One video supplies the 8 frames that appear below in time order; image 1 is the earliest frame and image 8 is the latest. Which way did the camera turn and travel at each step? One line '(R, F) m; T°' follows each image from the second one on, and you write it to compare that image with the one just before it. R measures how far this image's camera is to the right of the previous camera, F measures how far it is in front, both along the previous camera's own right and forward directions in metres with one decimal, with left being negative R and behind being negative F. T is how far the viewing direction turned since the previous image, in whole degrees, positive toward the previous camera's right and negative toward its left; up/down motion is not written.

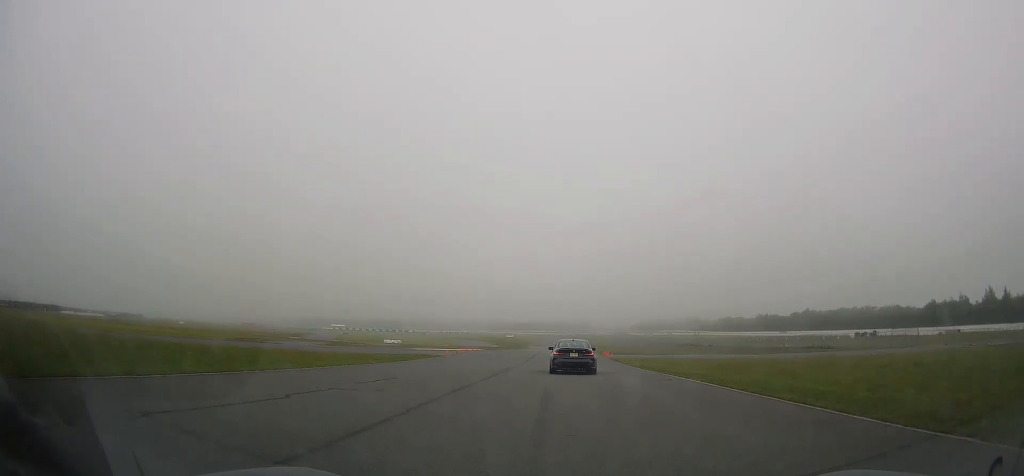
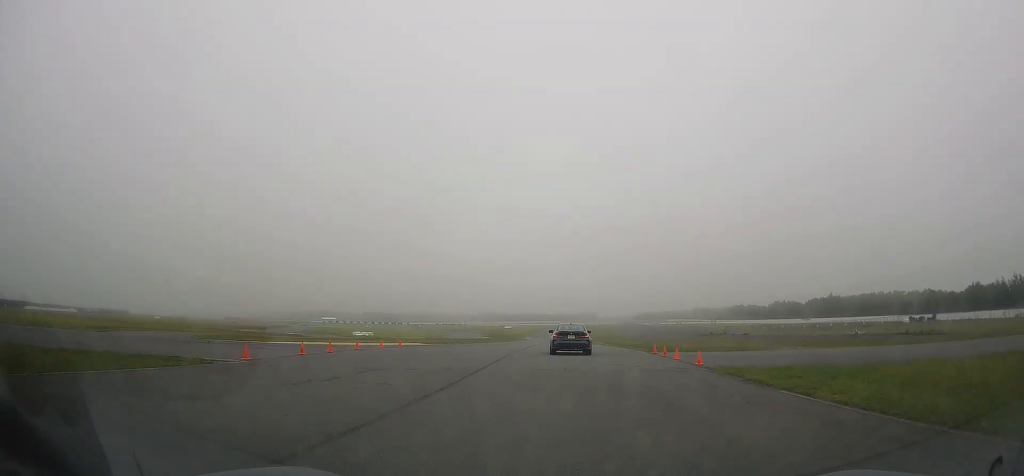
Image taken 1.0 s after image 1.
(+0.2, +32.7) m; 0°
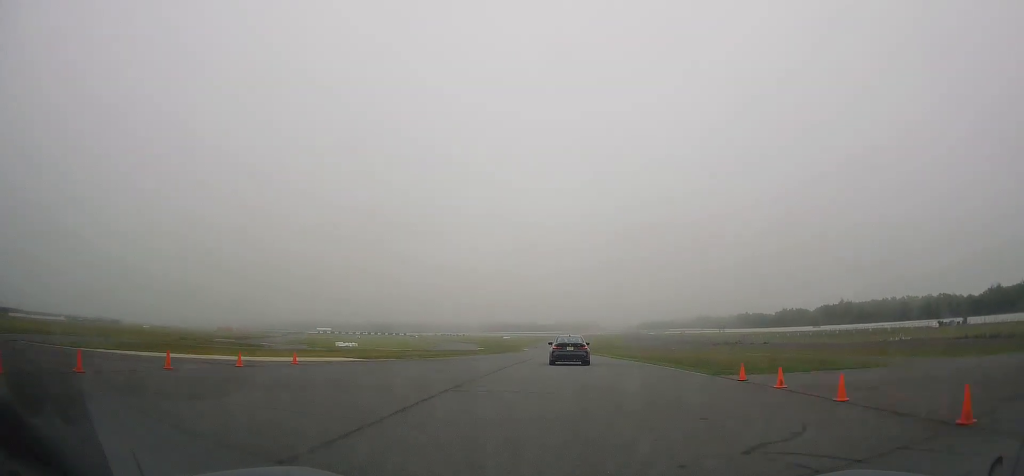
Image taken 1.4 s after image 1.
(-0.1, +14.2) m; 0°
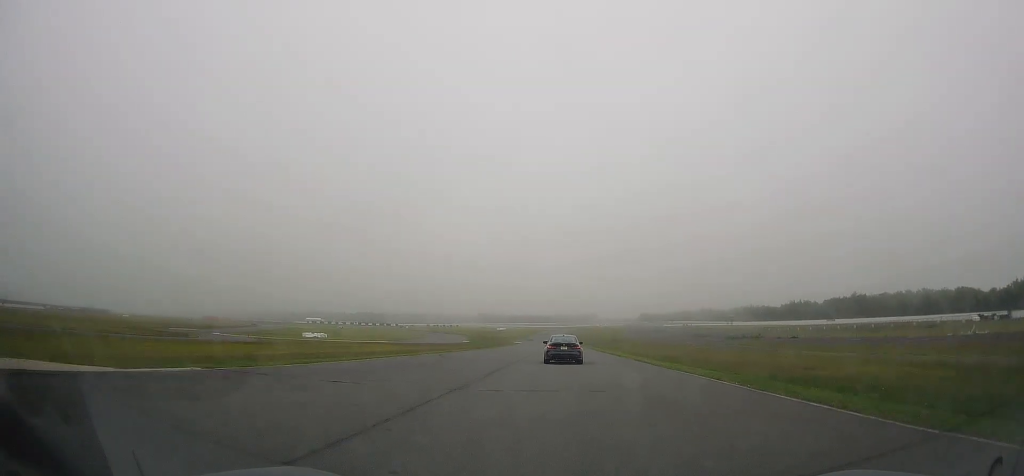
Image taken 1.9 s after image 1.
(-0.3, +19.2) m; 0°
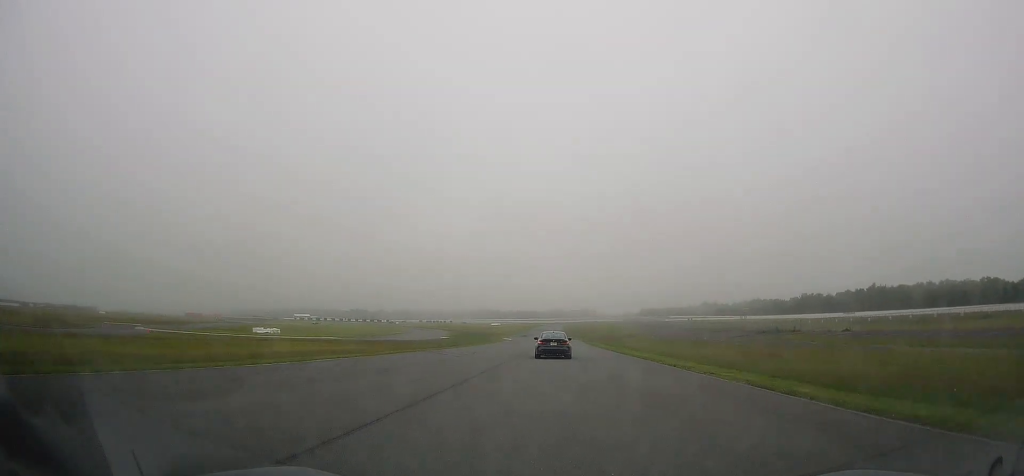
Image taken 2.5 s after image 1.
(+0.2, +23.7) m; 0°
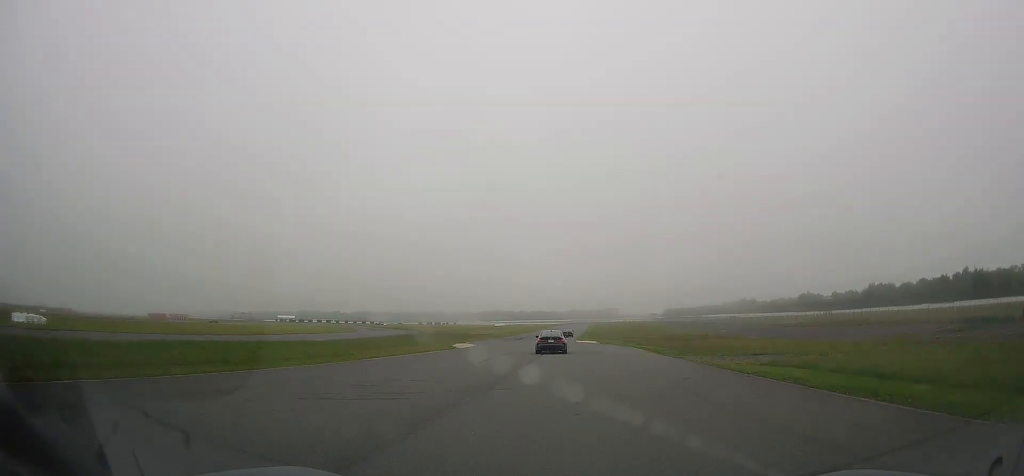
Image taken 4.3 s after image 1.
(-0.2, +68.0) m; 0°
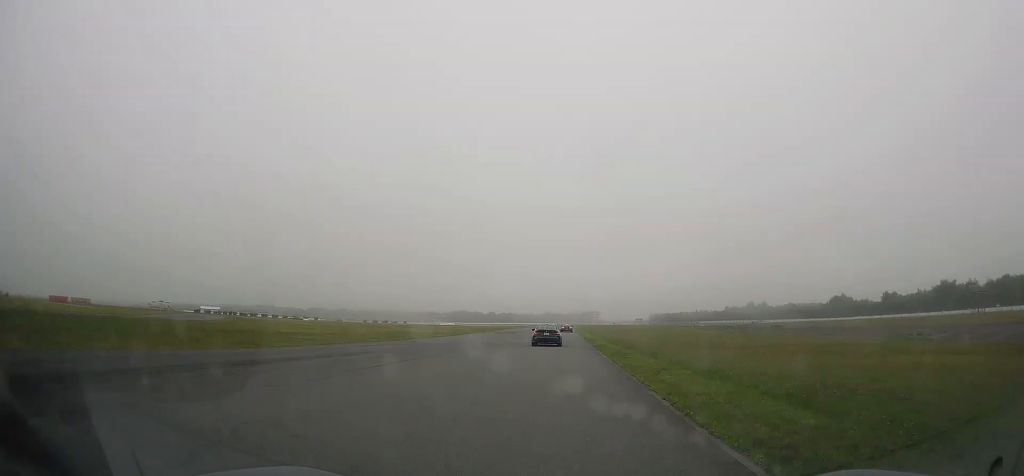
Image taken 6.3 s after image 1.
(0.0, +84.7) m; +1°
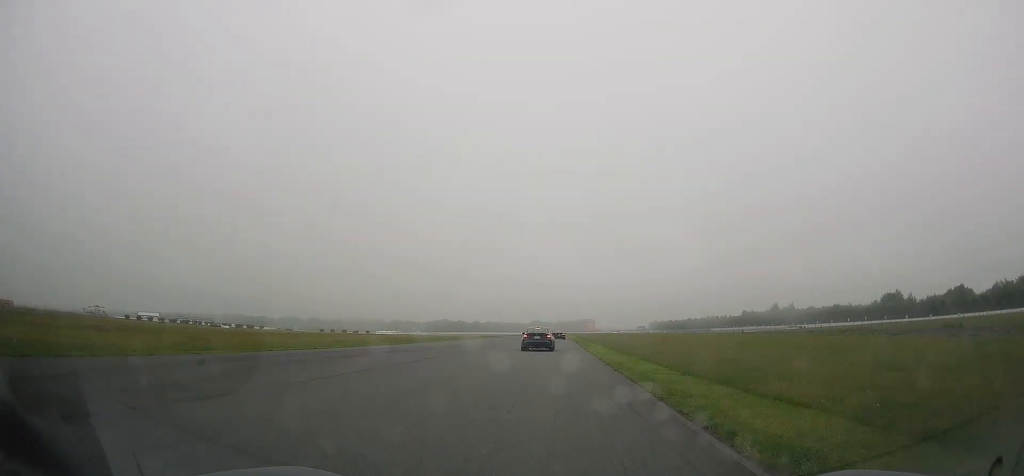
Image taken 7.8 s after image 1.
(+1.4, +67.9) m; +2°
